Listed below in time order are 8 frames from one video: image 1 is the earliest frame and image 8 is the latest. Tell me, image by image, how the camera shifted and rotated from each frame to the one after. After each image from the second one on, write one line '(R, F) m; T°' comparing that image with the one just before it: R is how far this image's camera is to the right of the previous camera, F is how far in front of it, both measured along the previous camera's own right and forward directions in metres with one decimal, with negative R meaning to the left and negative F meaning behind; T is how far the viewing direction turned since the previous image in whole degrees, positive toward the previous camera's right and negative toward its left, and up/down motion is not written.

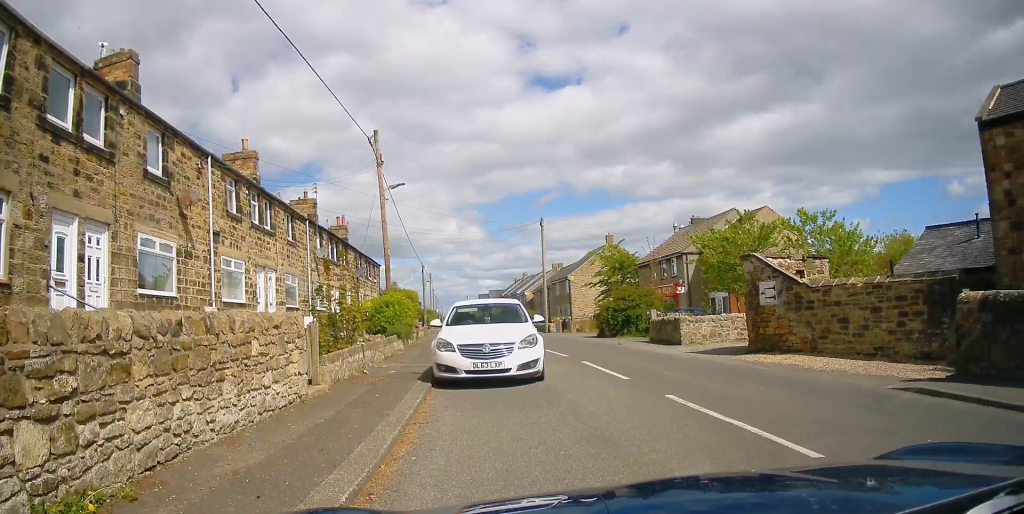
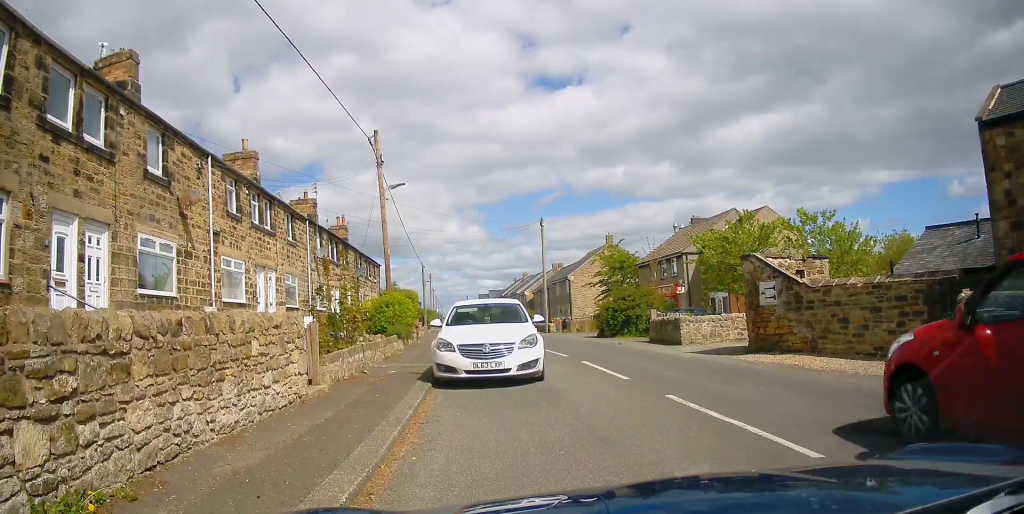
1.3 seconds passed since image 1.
(0.0, 0.0) m; 0°
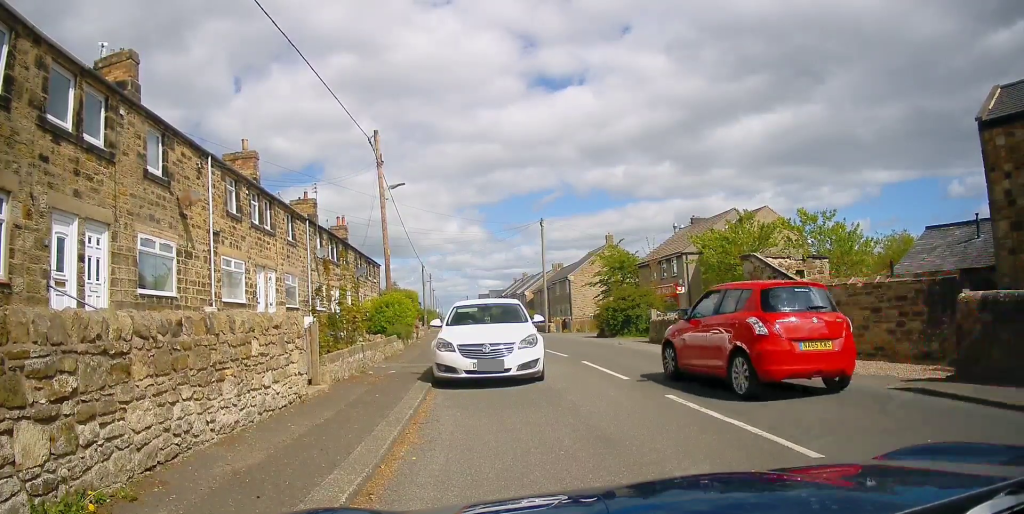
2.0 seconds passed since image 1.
(0.0, 0.0) m; 0°
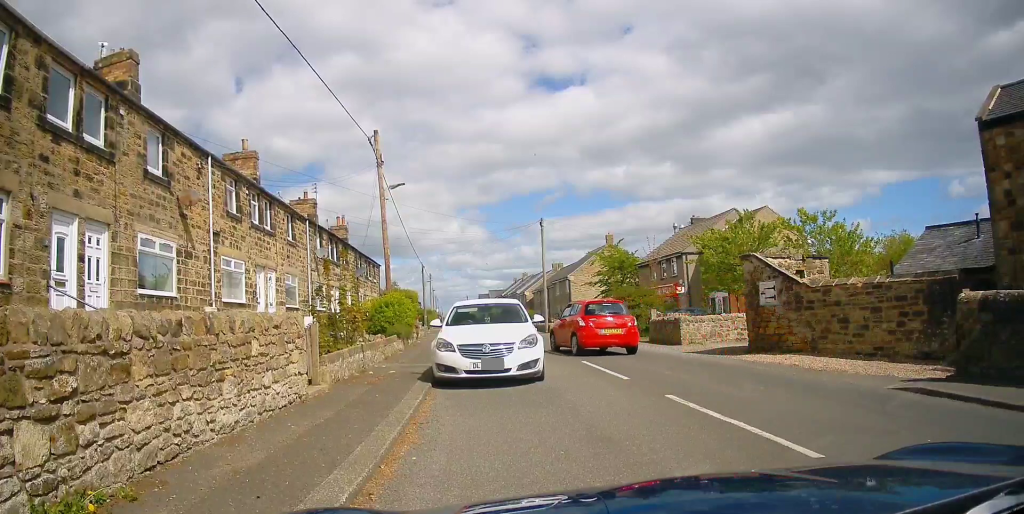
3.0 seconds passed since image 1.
(0.0, 0.0) m; 0°
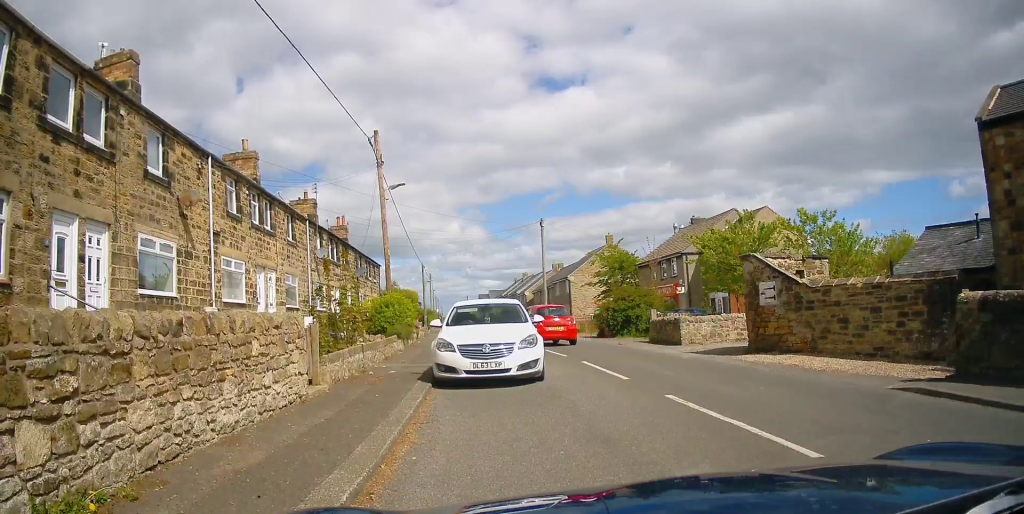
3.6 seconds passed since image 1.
(0.0, 0.0) m; 0°
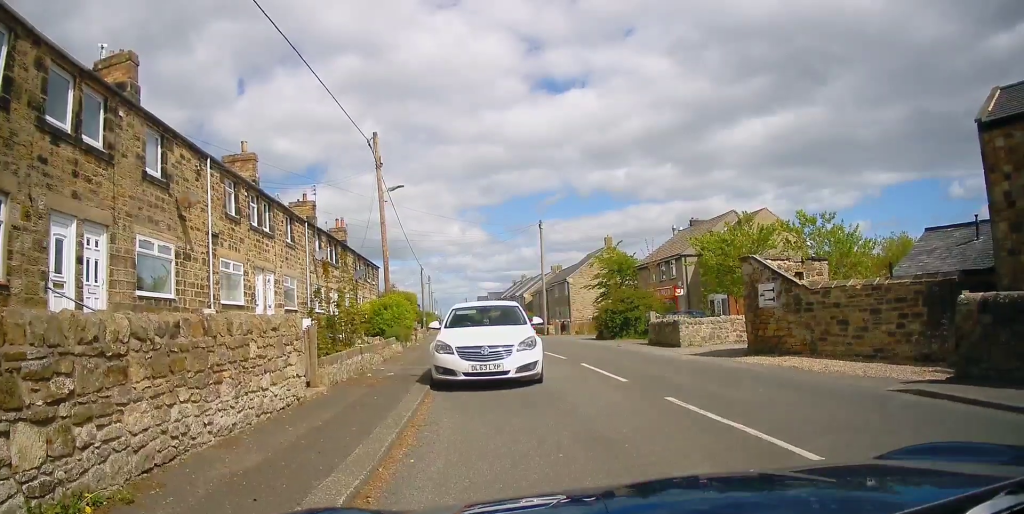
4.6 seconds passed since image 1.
(0.0, 0.0) m; 0°
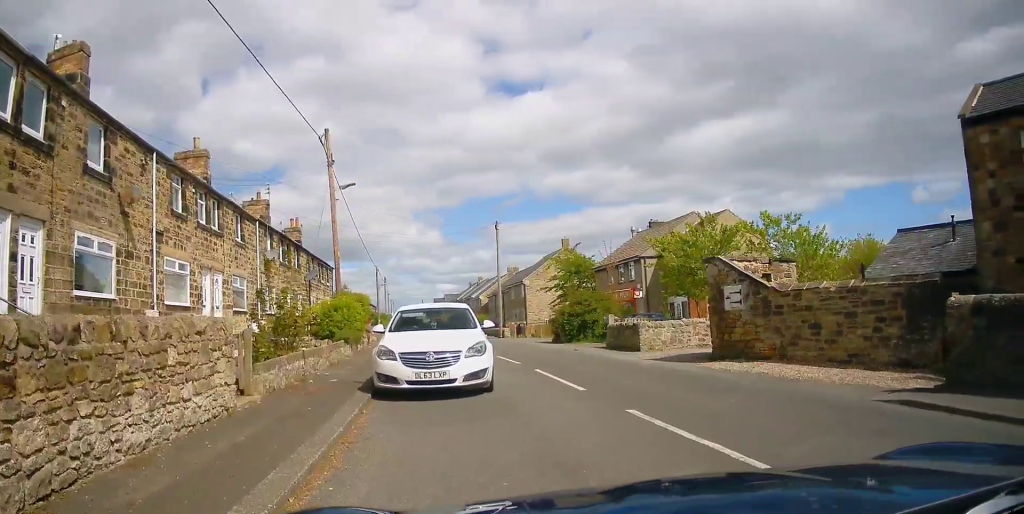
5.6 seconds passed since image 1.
(0.0, +0.1) m; 0°
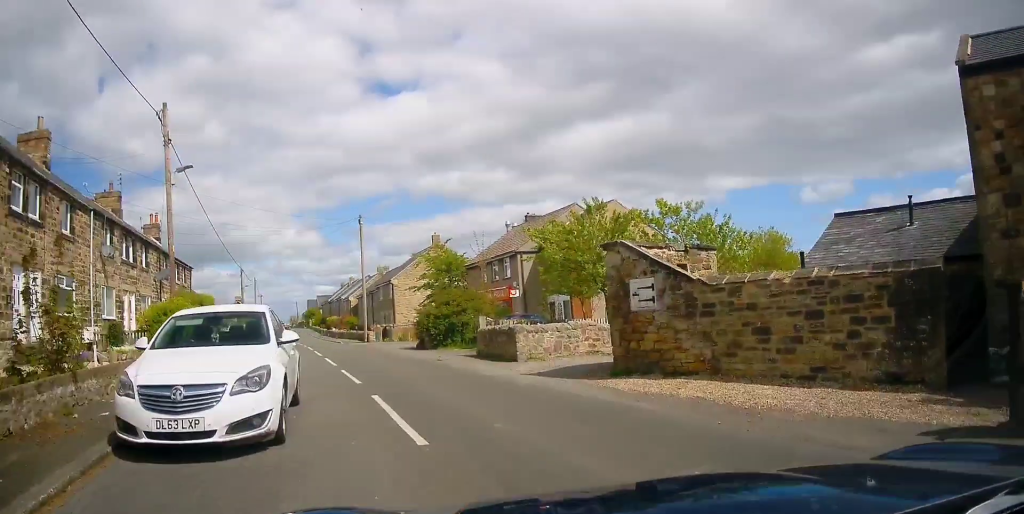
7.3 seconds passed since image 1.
(+0.1, +1.3) m; +12°
